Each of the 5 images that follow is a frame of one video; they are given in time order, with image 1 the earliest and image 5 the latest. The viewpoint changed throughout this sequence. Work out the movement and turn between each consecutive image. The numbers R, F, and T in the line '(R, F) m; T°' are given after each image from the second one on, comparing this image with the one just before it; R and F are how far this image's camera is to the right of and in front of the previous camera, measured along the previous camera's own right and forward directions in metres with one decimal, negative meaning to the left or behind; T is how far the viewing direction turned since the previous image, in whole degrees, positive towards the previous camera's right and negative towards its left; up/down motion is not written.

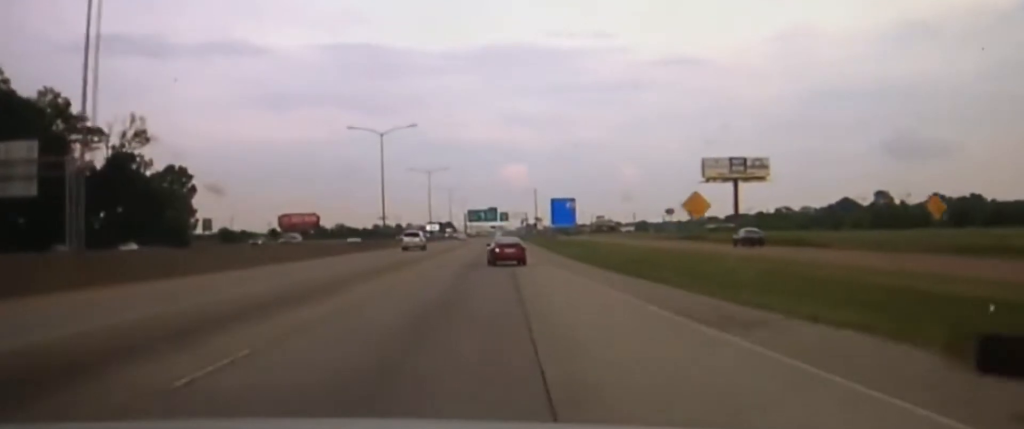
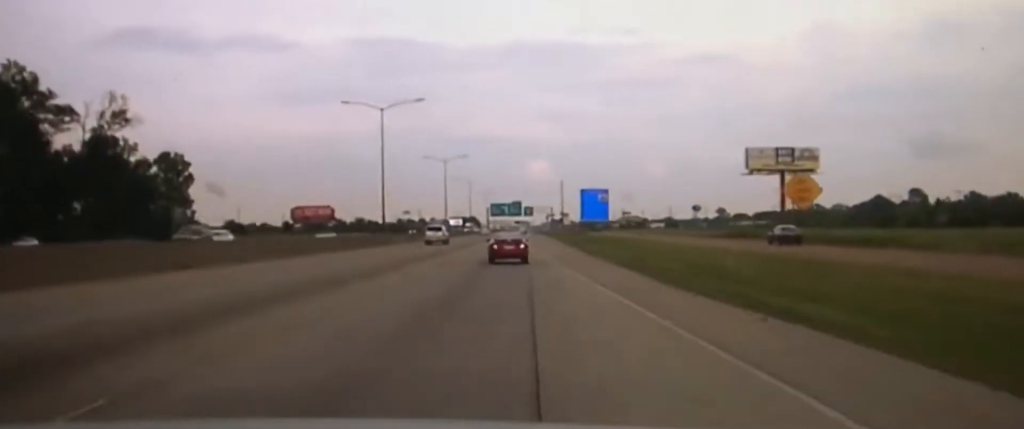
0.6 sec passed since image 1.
(-0.4, +15.9) m; -2°
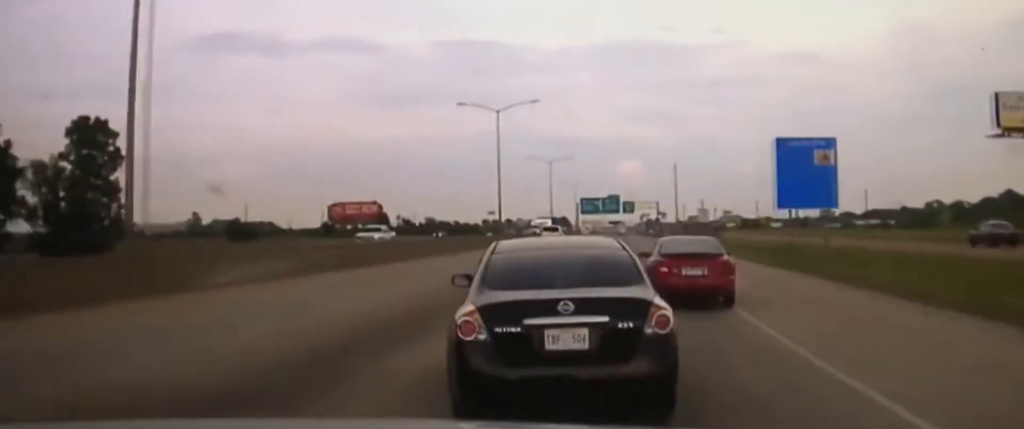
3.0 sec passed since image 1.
(-2.5, +66.8) m; -4°
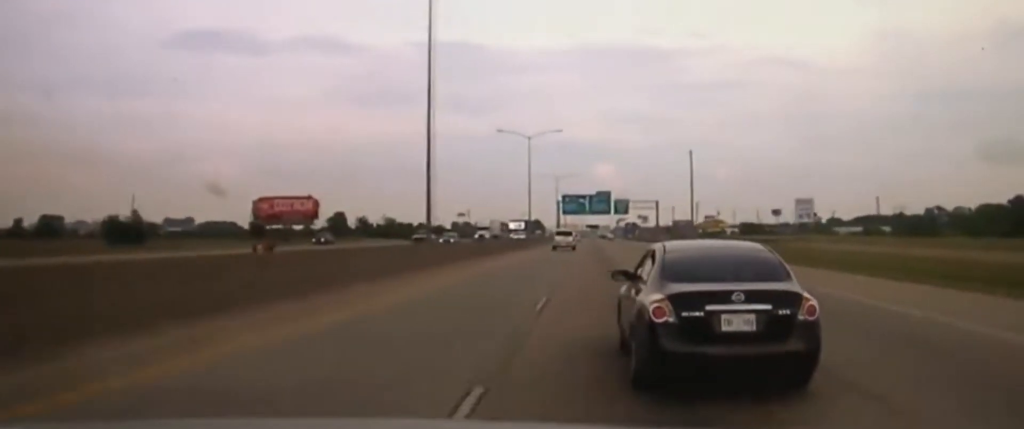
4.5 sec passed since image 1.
(-0.2, +46.7) m; +1°
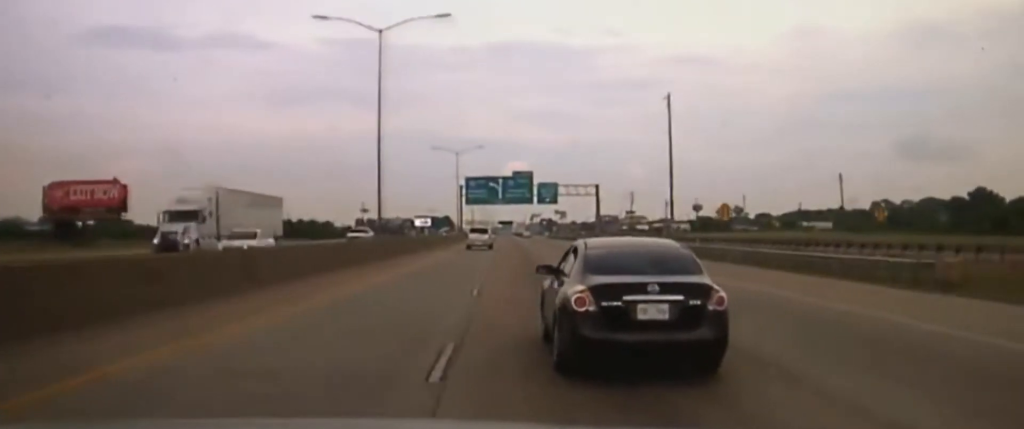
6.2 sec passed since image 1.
(+3.3, +59.1) m; +5°
